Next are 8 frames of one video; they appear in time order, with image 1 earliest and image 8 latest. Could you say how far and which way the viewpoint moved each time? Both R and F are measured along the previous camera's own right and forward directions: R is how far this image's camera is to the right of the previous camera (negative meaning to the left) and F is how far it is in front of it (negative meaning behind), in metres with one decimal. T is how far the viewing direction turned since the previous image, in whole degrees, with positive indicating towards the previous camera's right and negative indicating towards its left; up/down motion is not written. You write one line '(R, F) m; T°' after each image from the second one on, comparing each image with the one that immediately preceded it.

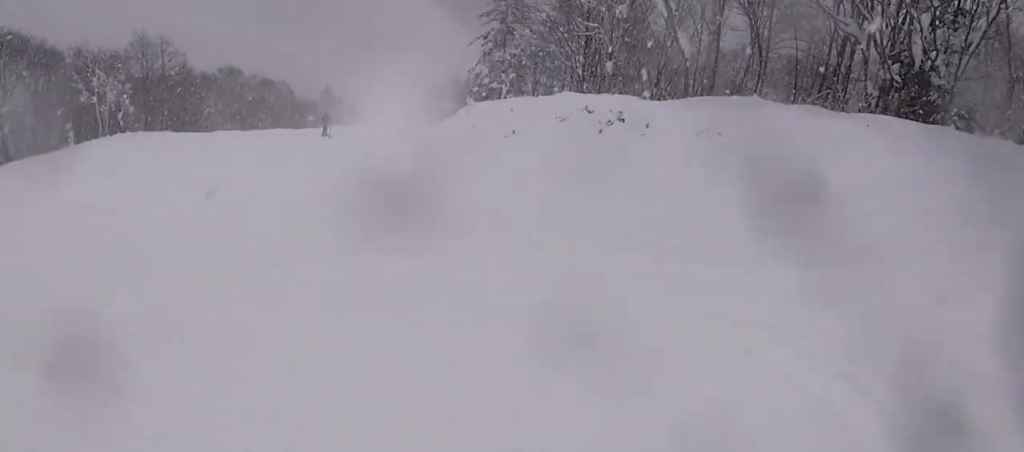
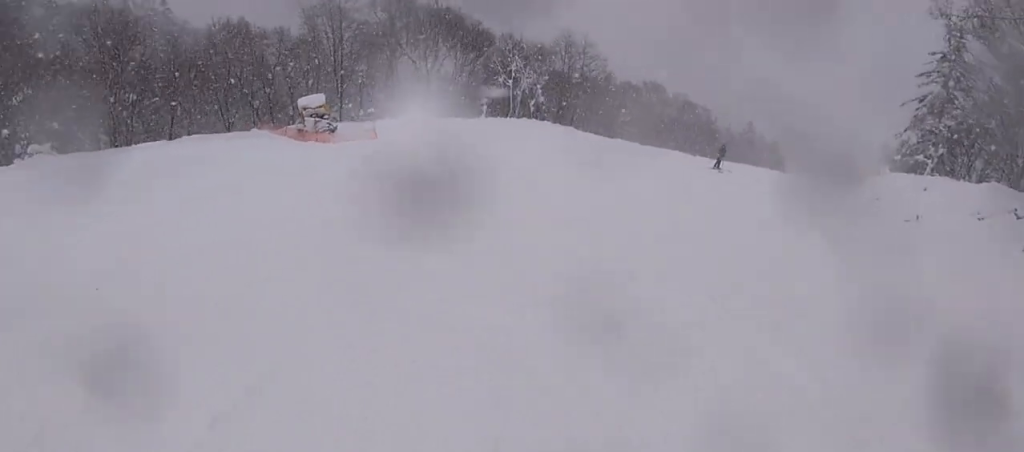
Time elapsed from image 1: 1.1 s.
(-0.8, +3.4) m; -35°
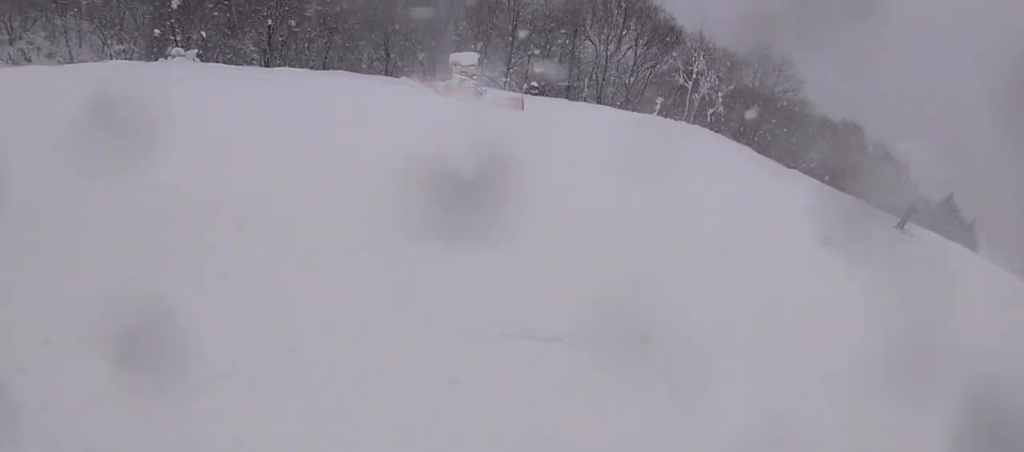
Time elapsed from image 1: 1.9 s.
(-1.0, +3.6) m; -18°
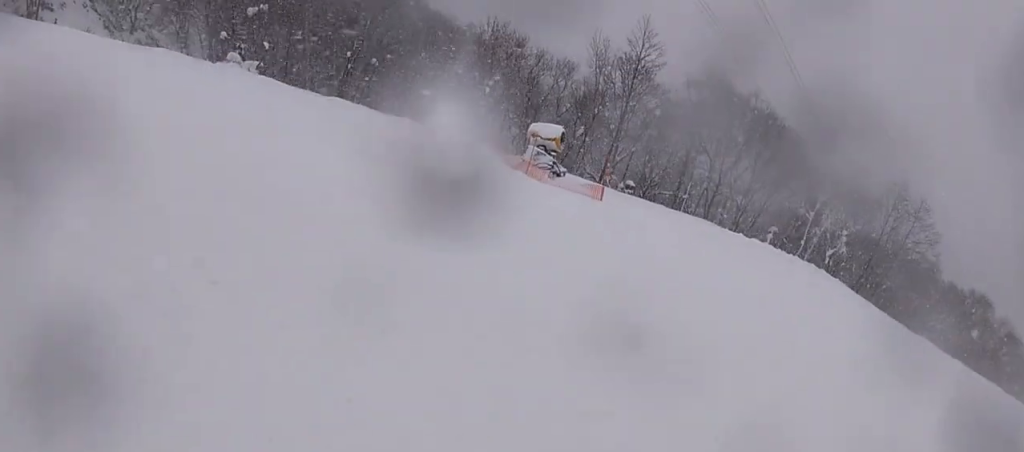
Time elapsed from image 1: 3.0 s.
(-0.3, +4.9) m; -18°
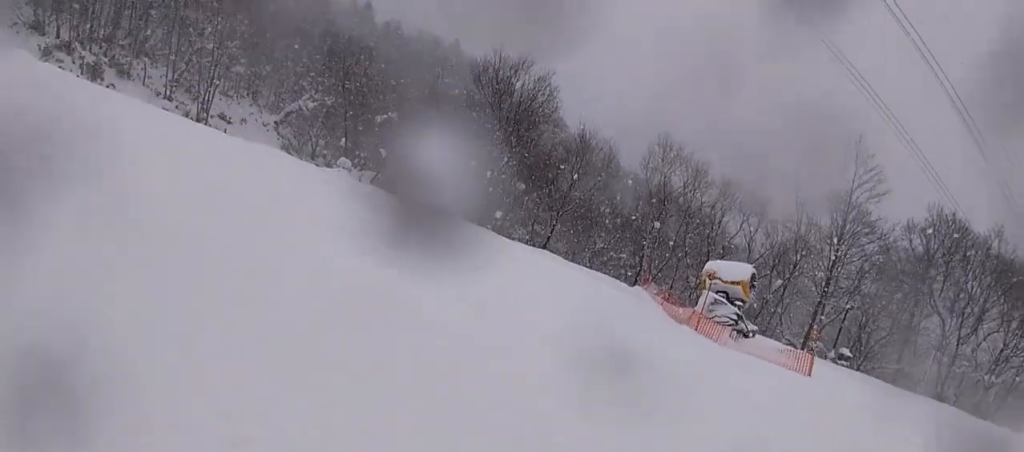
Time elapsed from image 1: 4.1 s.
(-1.5, +5.0) m; -29°
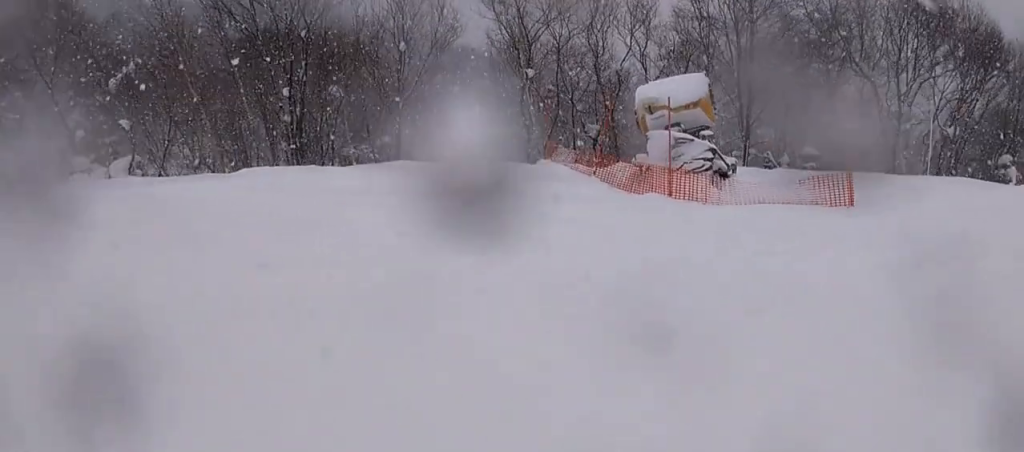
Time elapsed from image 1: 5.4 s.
(-1.4, +4.9) m; -17°
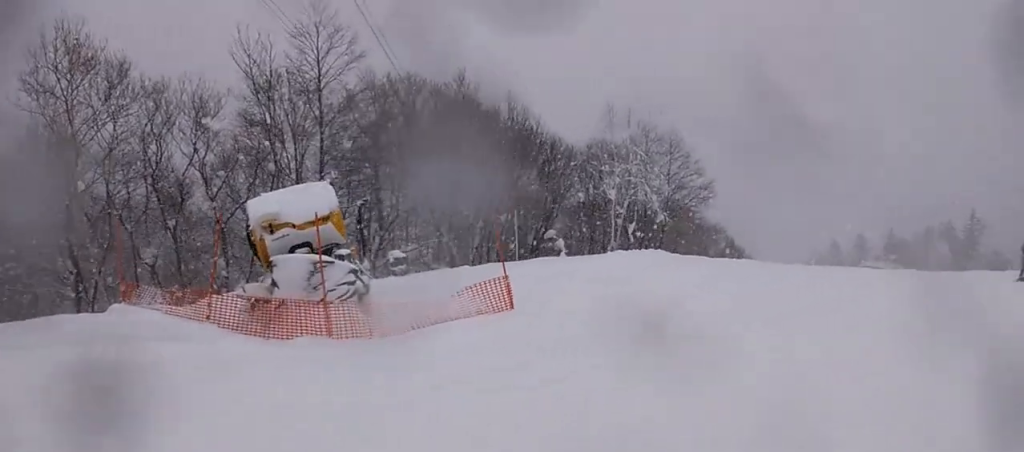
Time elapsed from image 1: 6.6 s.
(+0.5, +4.0) m; +61°
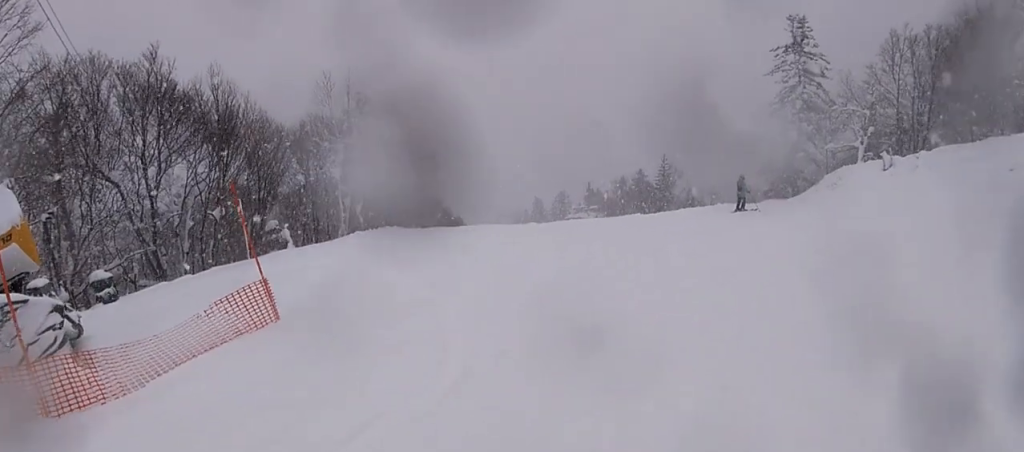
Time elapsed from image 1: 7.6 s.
(+2.1, +1.8) m; +41°
